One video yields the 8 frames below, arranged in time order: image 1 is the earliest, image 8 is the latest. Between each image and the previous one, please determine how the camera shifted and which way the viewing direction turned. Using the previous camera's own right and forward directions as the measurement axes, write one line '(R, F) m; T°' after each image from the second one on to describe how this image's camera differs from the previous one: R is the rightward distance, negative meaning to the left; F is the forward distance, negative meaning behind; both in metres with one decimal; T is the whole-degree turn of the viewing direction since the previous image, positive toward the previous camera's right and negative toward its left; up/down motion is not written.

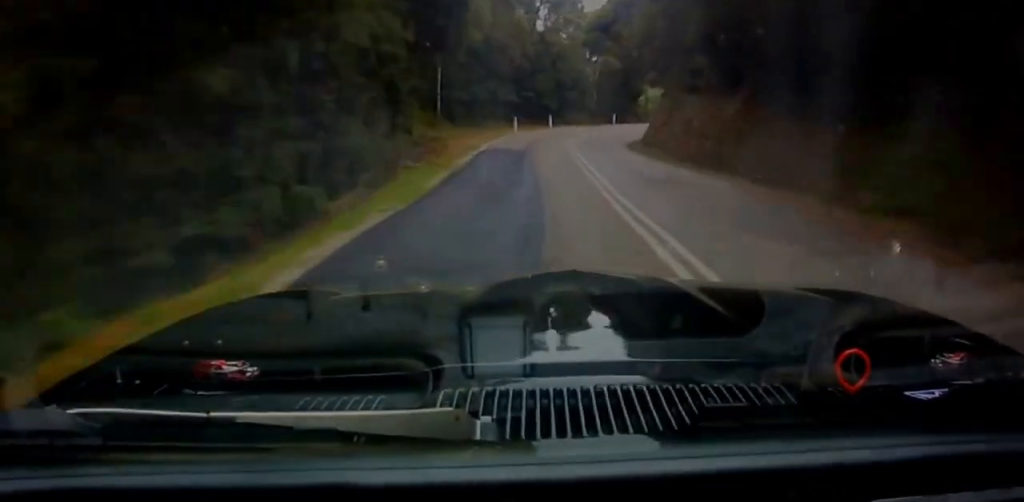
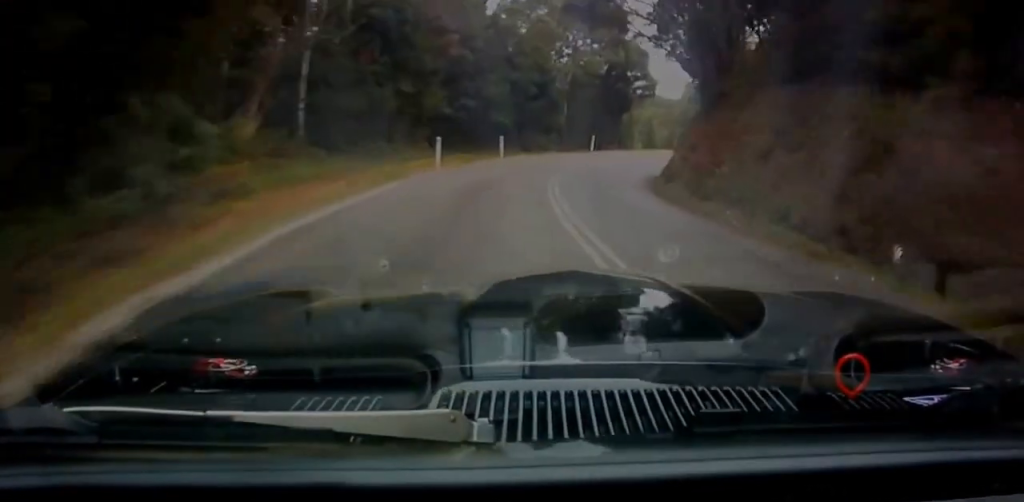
(-0.7, +21.8) m; +4°
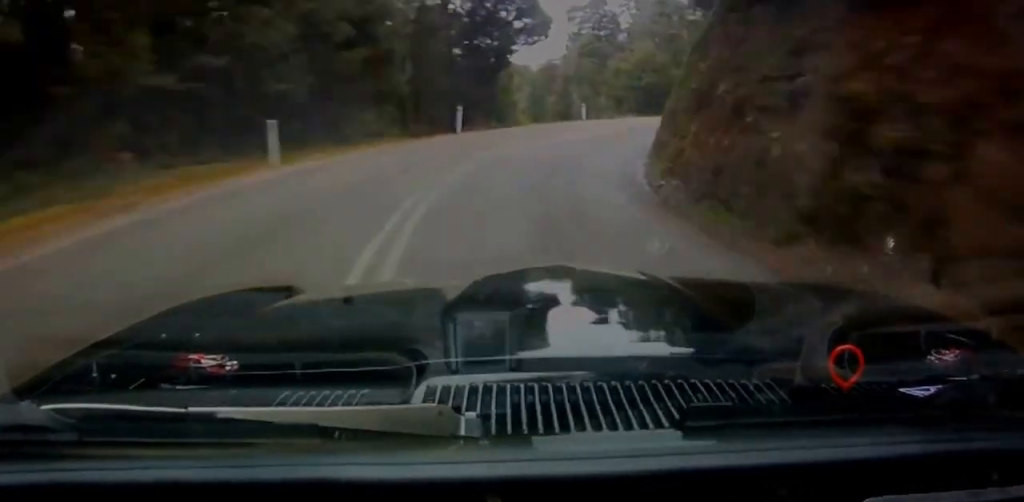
(+2.3, +19.4) m; +14°
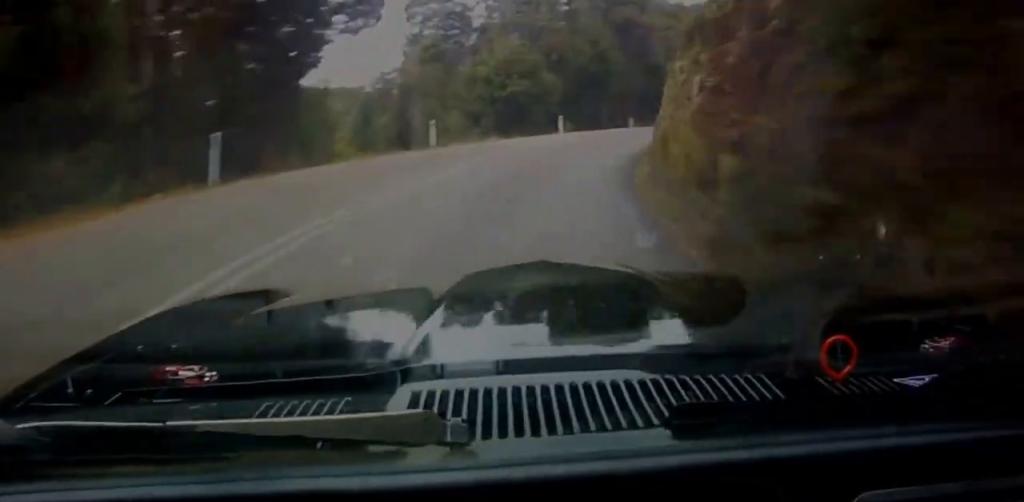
(+0.9, +12.9) m; +11°
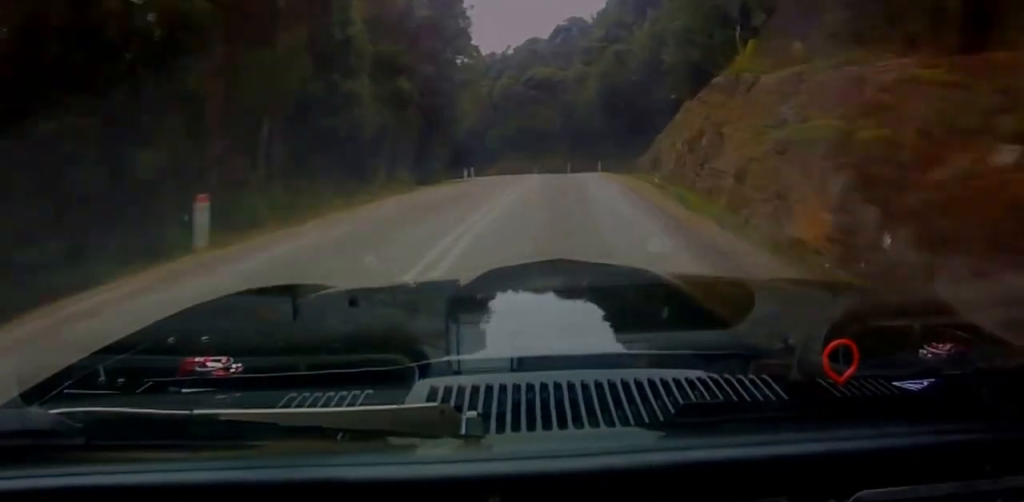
(+11.8, +34.0) m; +29°
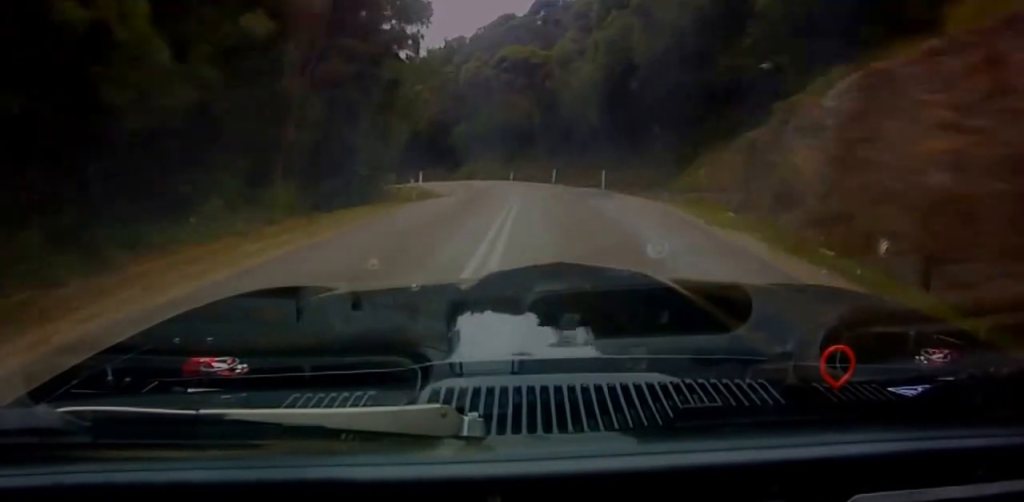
(+1.1, +15.7) m; +4°
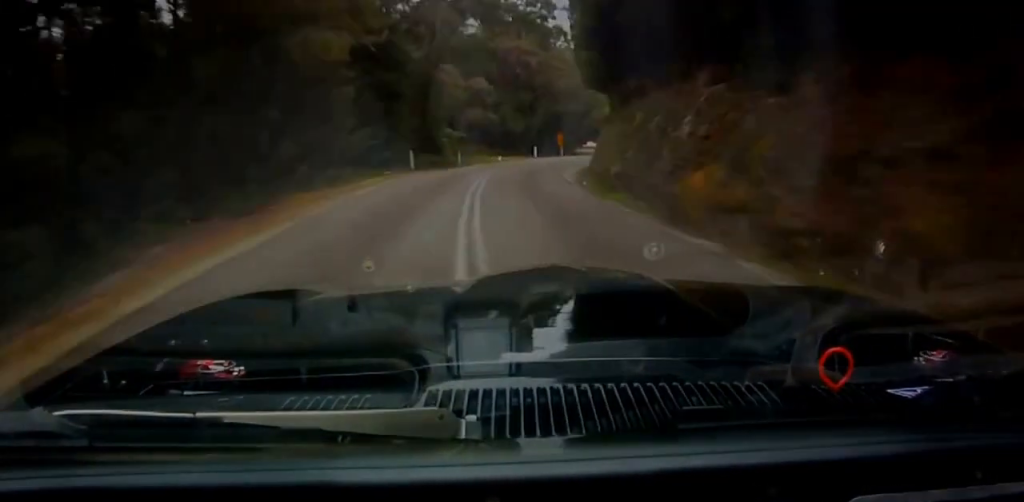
(-10.5, +84.6) m; -16°
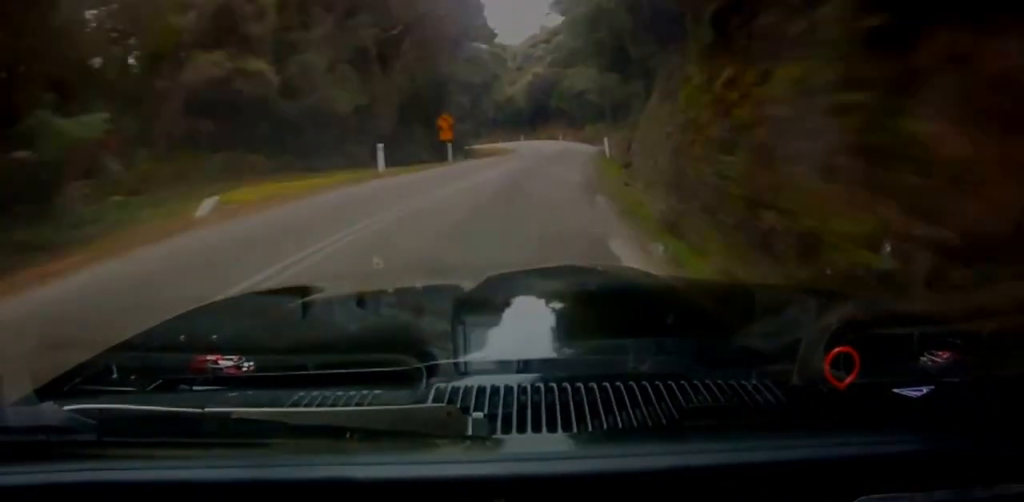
(-1.5, +38.8) m; -3°
